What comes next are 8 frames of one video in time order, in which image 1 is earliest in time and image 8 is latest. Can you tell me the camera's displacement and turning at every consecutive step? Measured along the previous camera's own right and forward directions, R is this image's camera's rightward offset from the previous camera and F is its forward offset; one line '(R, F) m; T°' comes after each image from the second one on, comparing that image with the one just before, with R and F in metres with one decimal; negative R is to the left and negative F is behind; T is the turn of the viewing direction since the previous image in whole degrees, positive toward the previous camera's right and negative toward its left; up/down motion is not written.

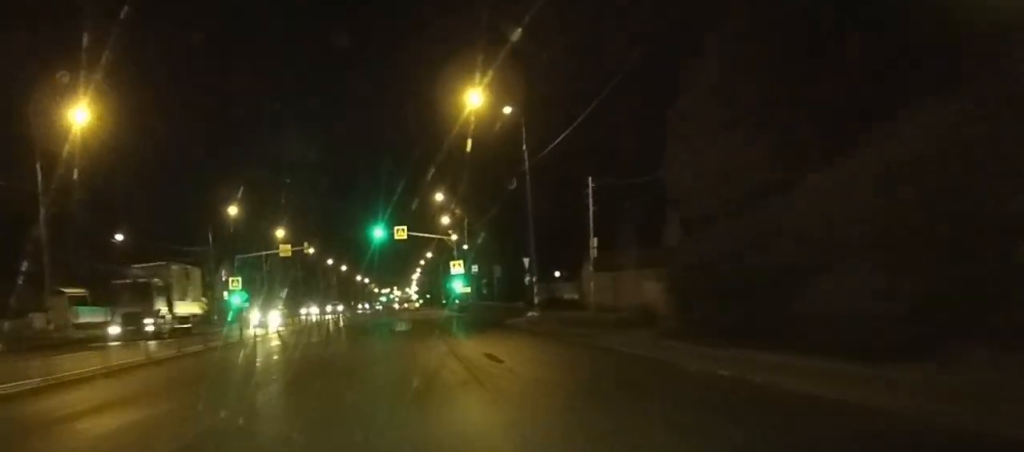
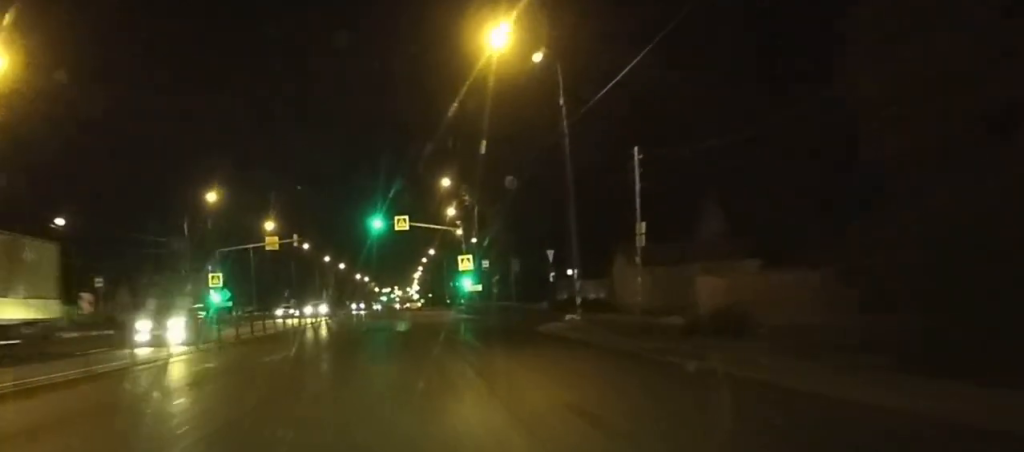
(0.0, +10.4) m; 0°
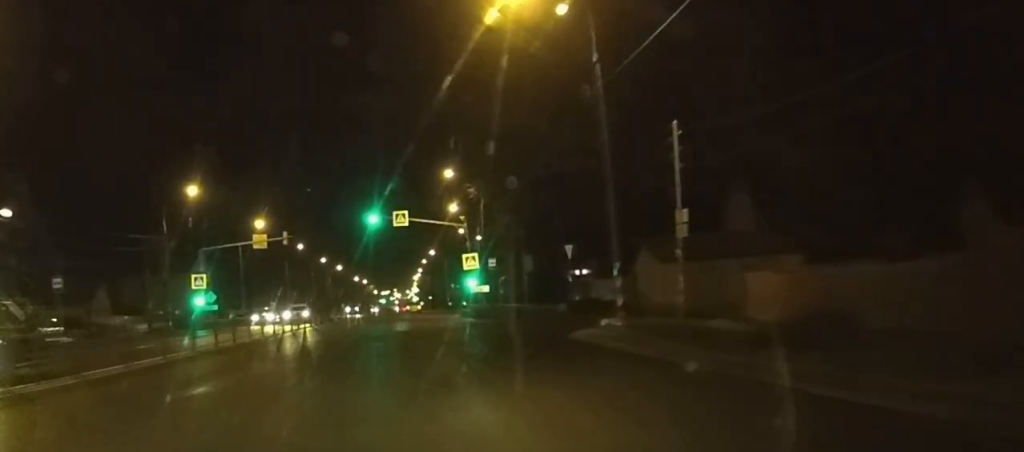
(0.0, +6.6) m; 0°
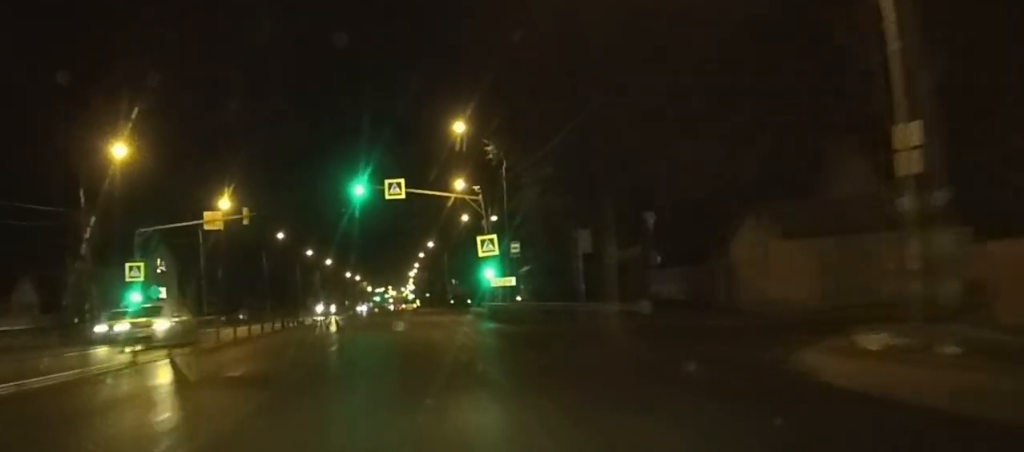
(+0.1, +17.5) m; 0°
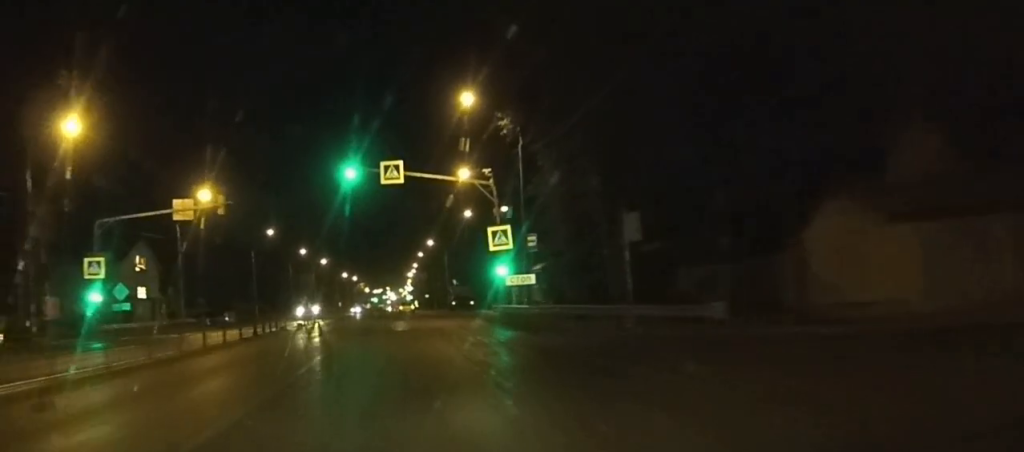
(0.0, +7.6) m; 0°
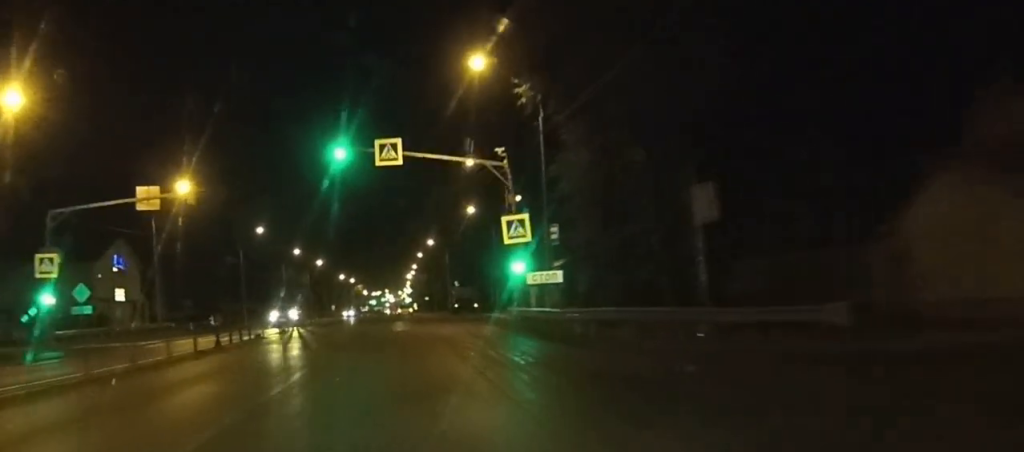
(0.0, +7.1) m; 0°
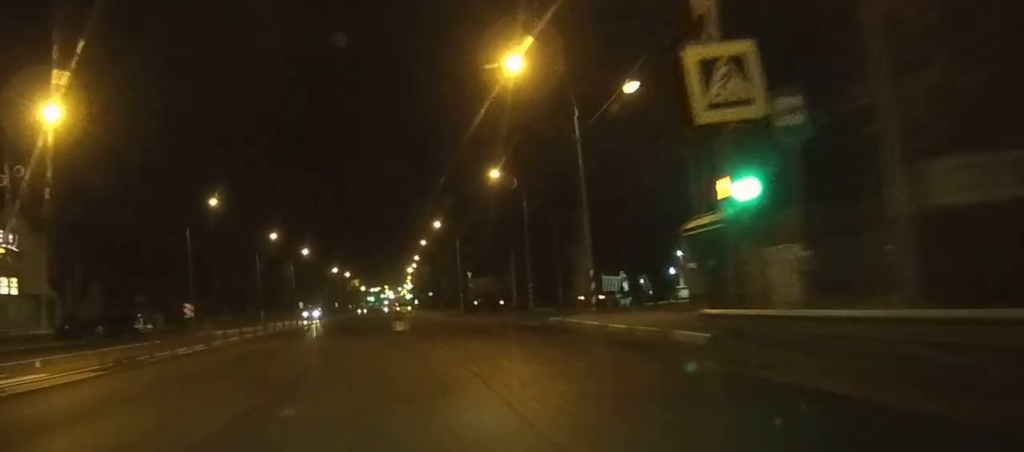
(0.0, +25.8) m; 0°
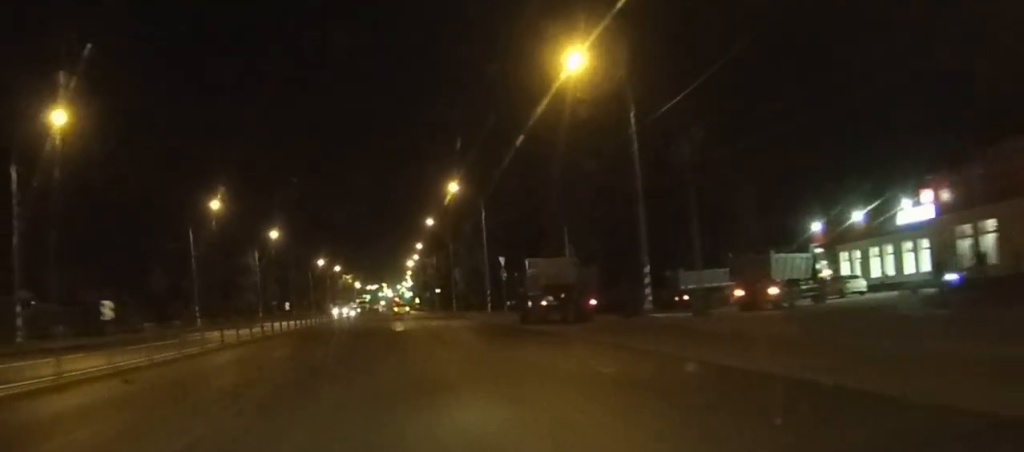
(+0.1, +36.1) m; 0°
